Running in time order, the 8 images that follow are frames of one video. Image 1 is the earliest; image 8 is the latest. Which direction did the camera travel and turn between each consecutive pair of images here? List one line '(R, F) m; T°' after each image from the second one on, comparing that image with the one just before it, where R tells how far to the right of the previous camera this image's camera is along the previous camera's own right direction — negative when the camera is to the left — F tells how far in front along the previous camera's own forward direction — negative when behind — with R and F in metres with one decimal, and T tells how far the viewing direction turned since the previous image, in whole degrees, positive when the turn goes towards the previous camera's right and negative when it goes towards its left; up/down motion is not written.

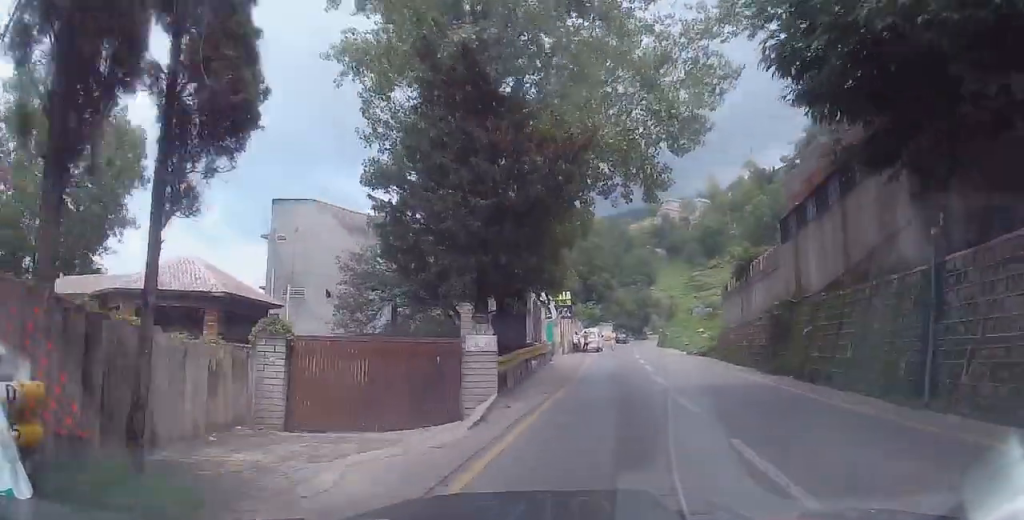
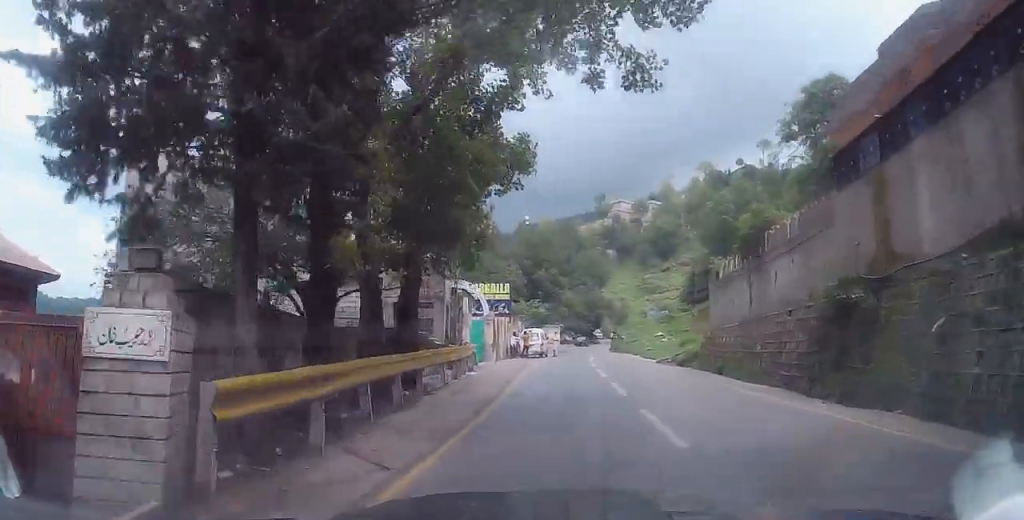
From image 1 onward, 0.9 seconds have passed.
(+1.0, +9.3) m; +3°
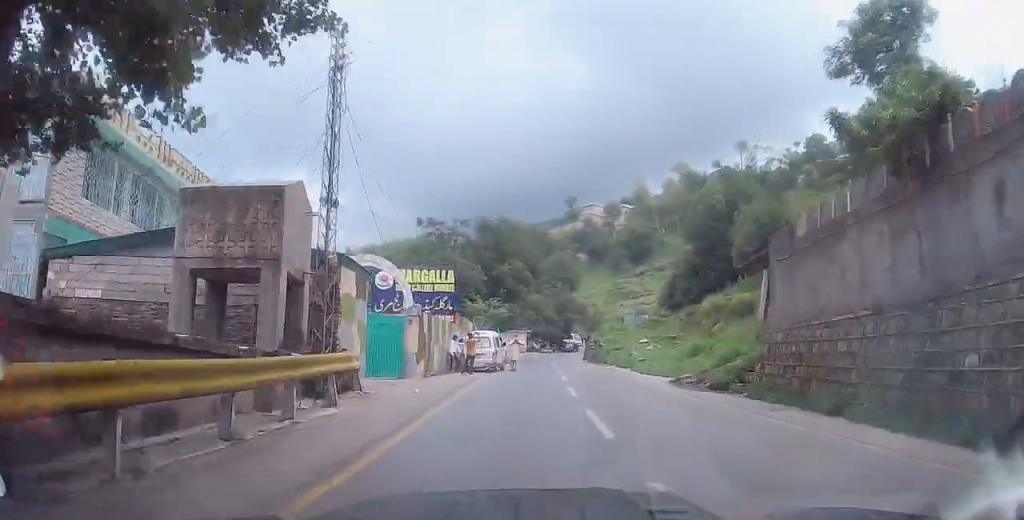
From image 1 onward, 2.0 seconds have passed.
(-0.2, +11.2) m; +1°
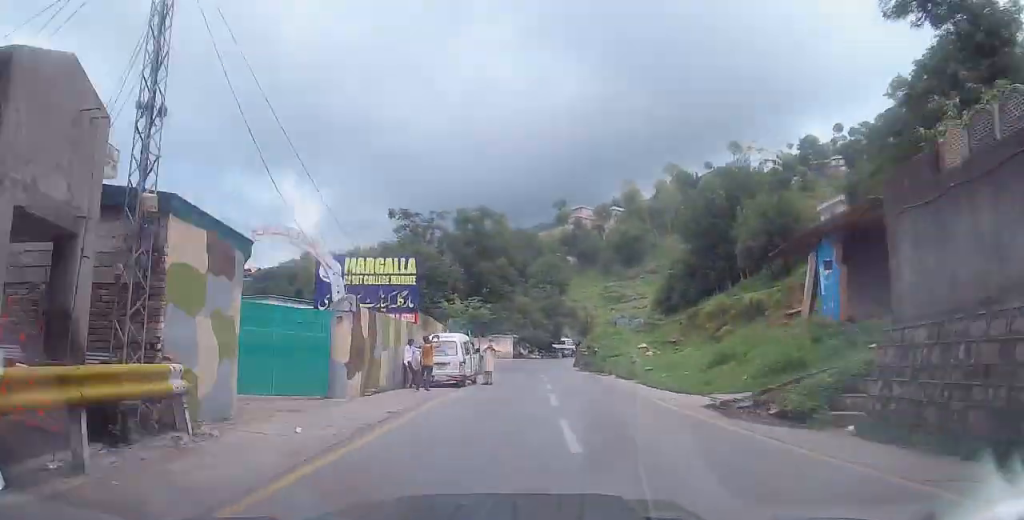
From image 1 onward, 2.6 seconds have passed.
(+0.2, +6.3) m; 0°
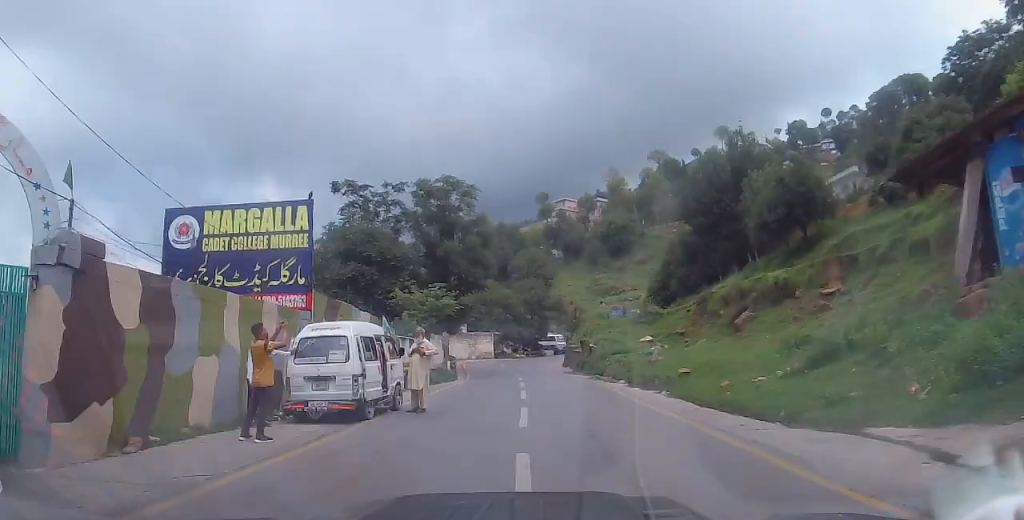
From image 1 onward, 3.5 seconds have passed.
(0.0, +9.8) m; -1°
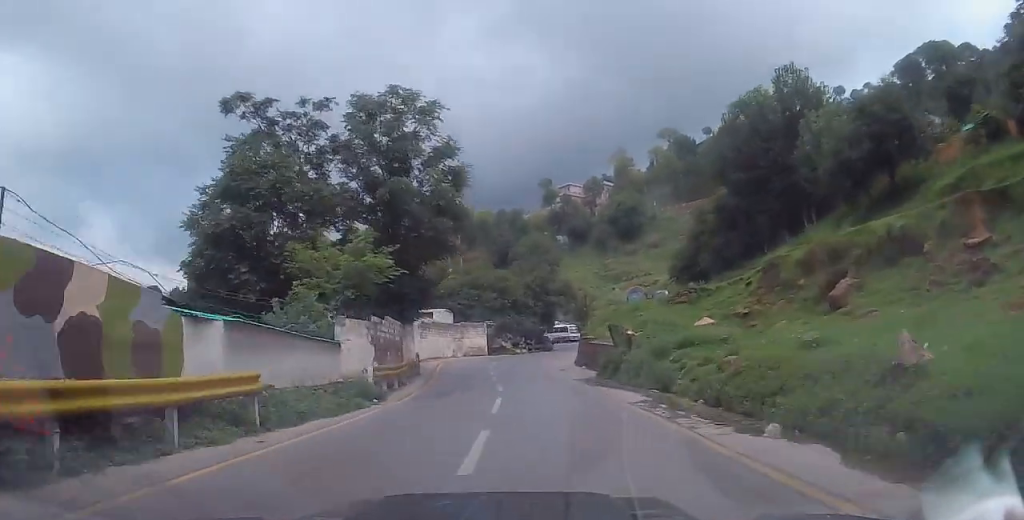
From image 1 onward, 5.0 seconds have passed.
(-0.4, +15.8) m; -1°
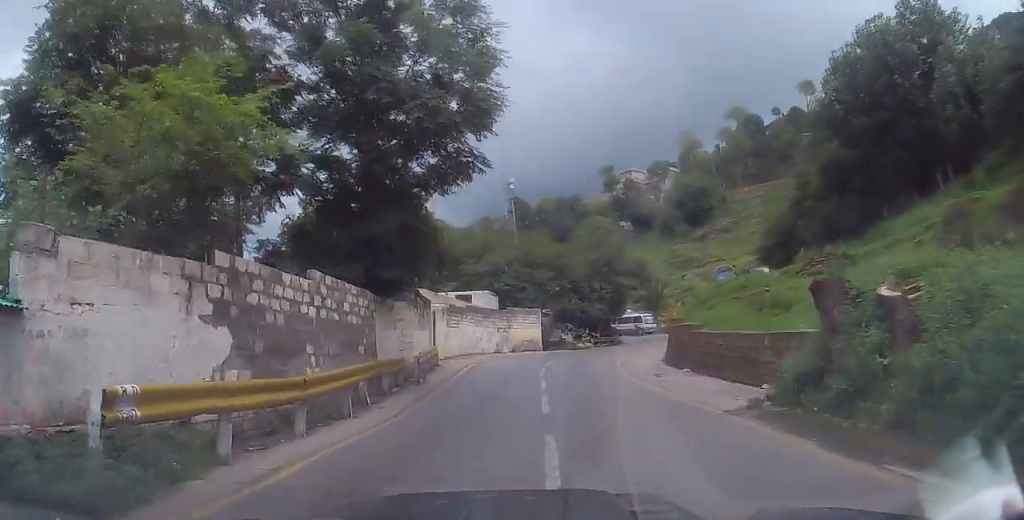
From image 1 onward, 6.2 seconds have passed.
(0.0, +13.7) m; -1°
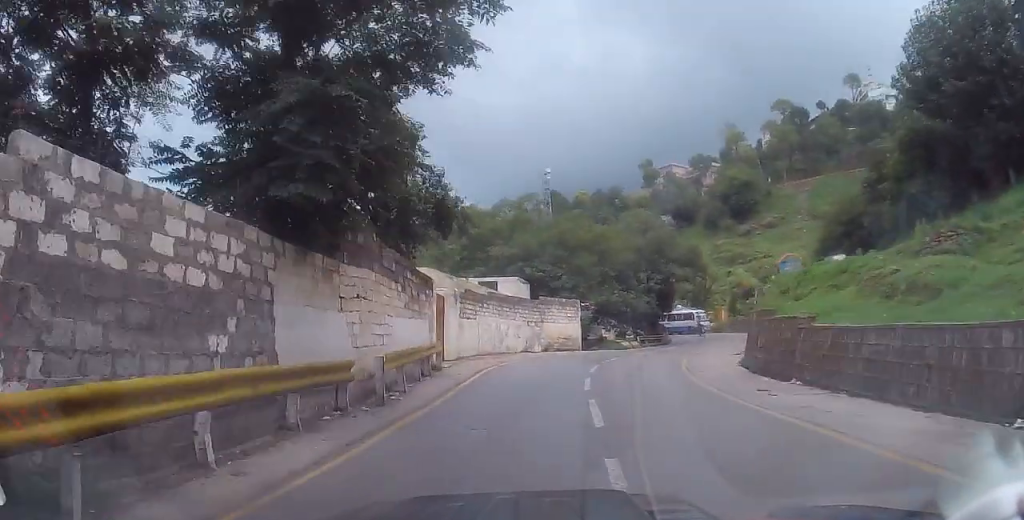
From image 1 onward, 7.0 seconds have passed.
(+0.1, +8.0) m; -3°
